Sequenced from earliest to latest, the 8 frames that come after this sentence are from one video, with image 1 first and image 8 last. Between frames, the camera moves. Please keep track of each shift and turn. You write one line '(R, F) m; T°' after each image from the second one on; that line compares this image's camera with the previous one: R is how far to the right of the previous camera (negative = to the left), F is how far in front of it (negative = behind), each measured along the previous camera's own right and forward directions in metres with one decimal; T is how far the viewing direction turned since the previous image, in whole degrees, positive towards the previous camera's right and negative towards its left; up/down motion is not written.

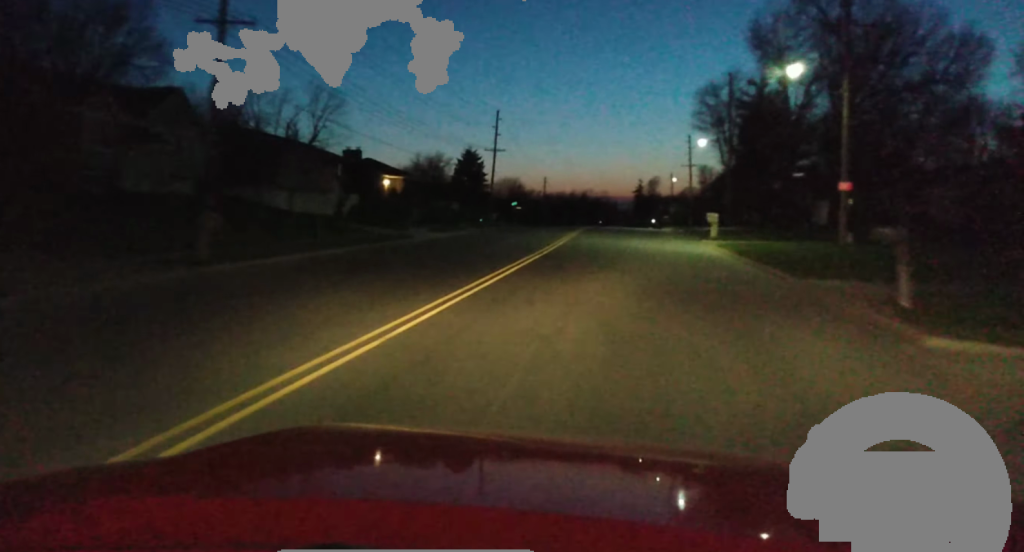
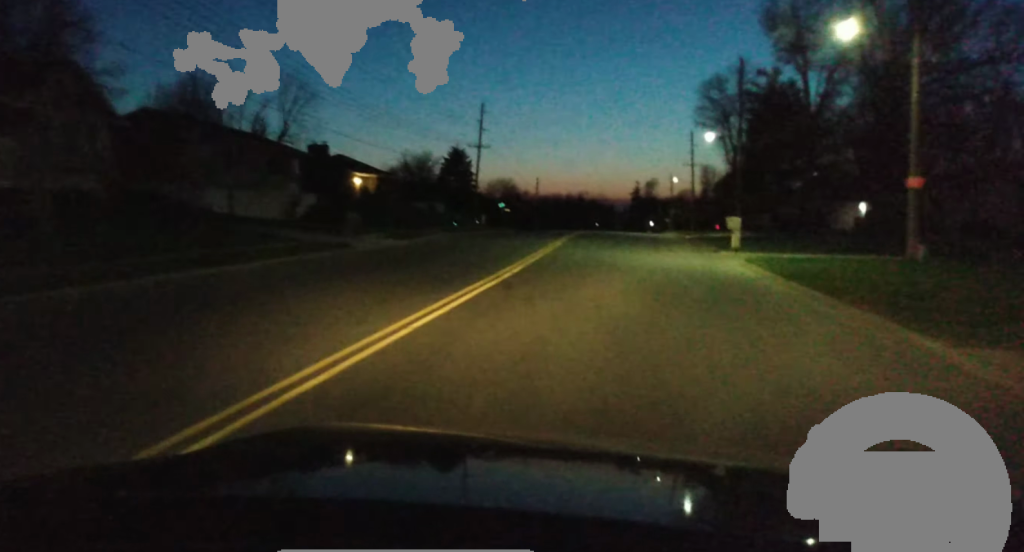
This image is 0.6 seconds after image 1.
(-0.2, +10.6) m; -1°
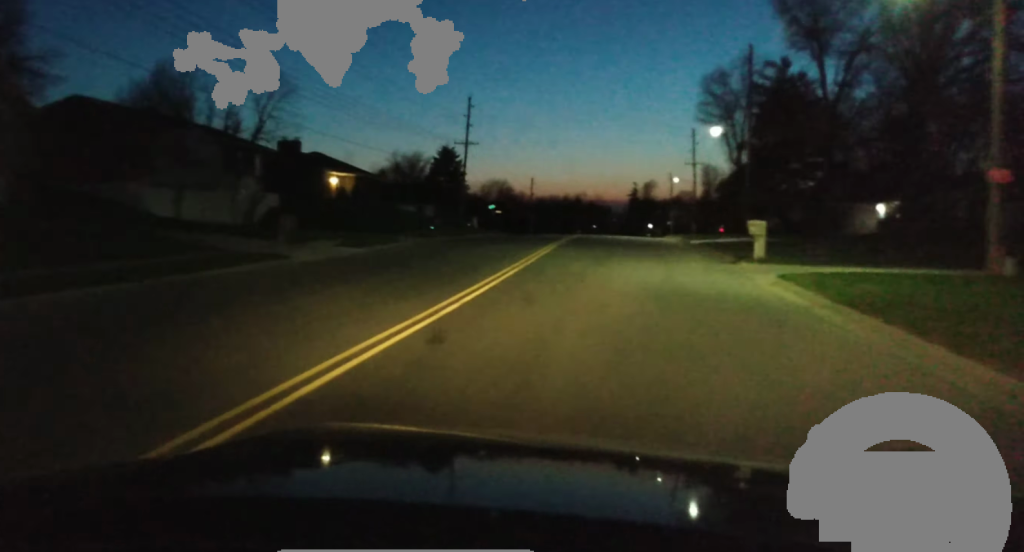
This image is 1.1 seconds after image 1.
(0.0, +7.3) m; 0°
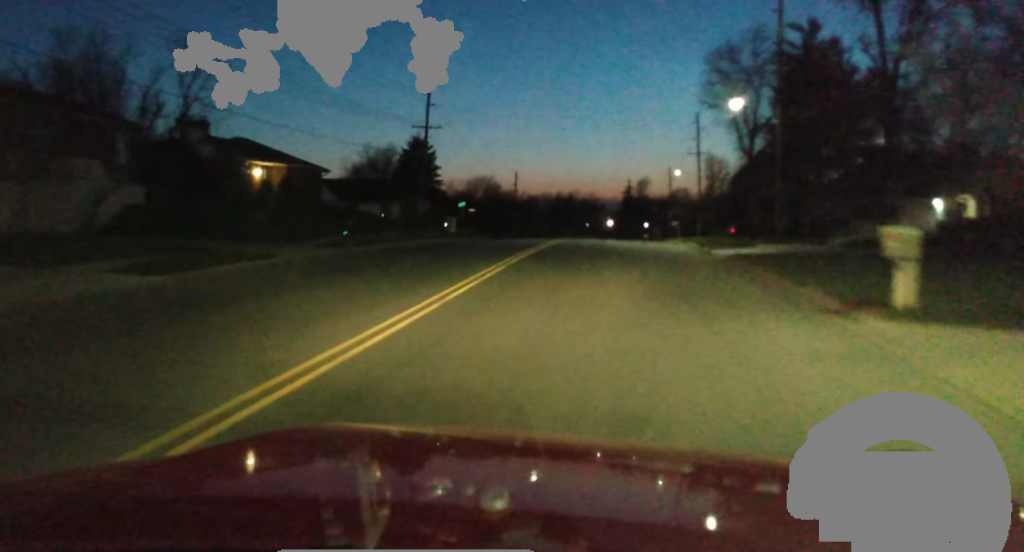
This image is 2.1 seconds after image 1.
(0.0, +16.8) m; -1°
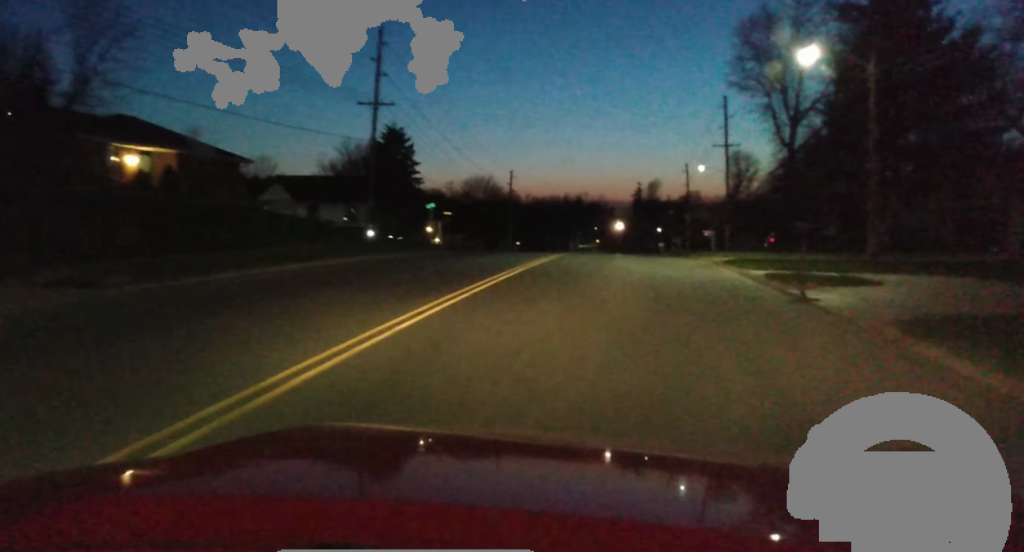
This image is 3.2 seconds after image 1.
(-0.4, +18.5) m; -2°
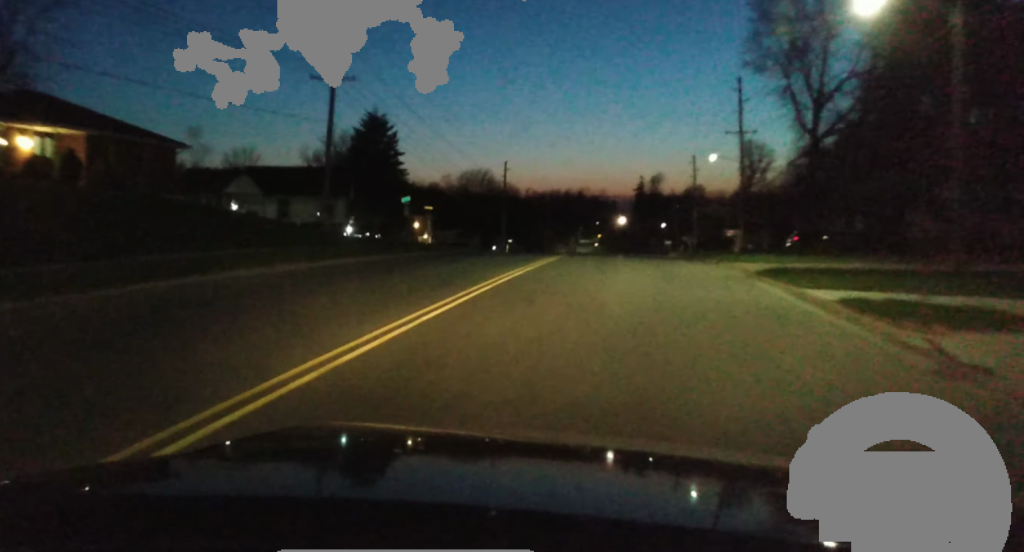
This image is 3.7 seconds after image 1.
(-0.3, +9.5) m; 0°
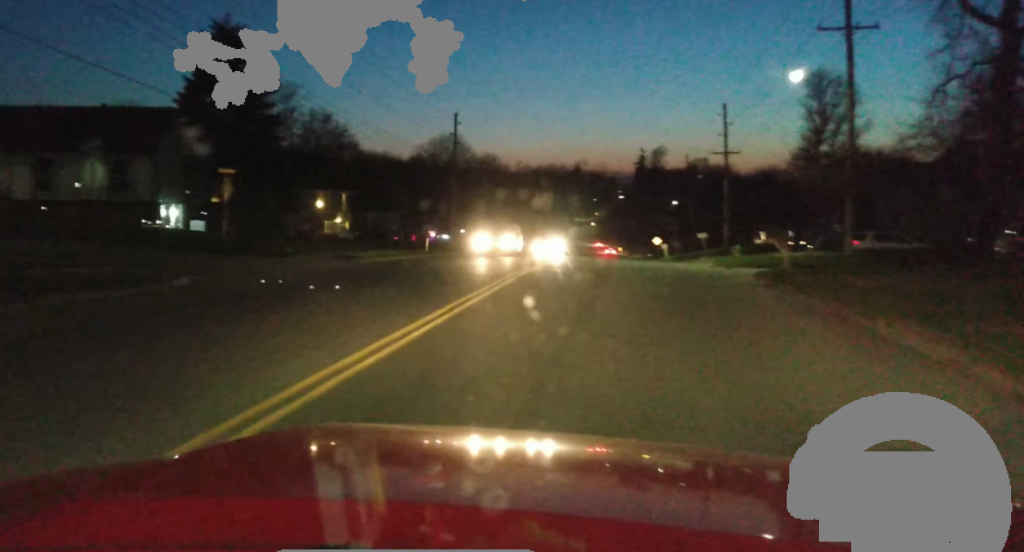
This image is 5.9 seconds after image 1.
(+1.8, +37.0) m; +2°
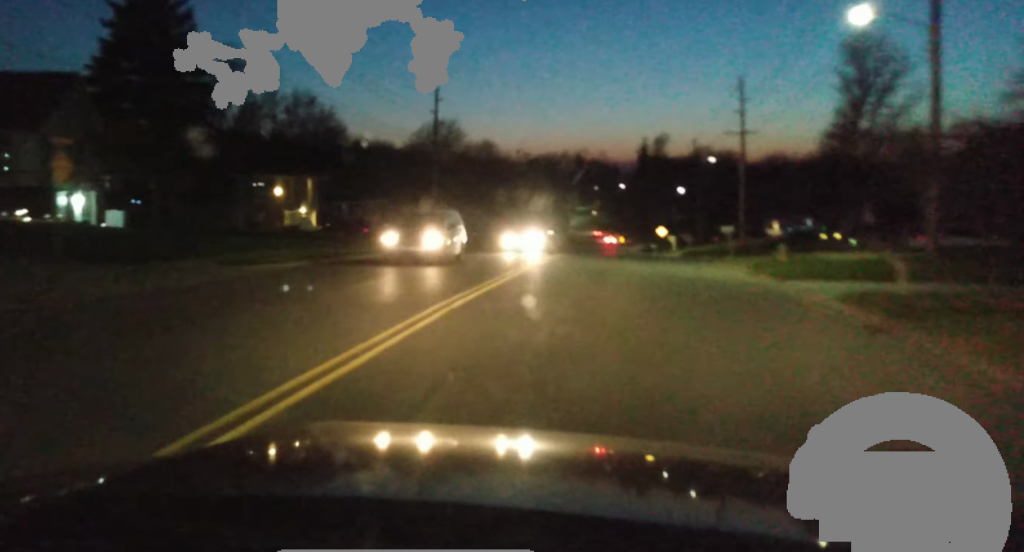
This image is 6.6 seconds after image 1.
(-0.1, +11.8) m; -1°
